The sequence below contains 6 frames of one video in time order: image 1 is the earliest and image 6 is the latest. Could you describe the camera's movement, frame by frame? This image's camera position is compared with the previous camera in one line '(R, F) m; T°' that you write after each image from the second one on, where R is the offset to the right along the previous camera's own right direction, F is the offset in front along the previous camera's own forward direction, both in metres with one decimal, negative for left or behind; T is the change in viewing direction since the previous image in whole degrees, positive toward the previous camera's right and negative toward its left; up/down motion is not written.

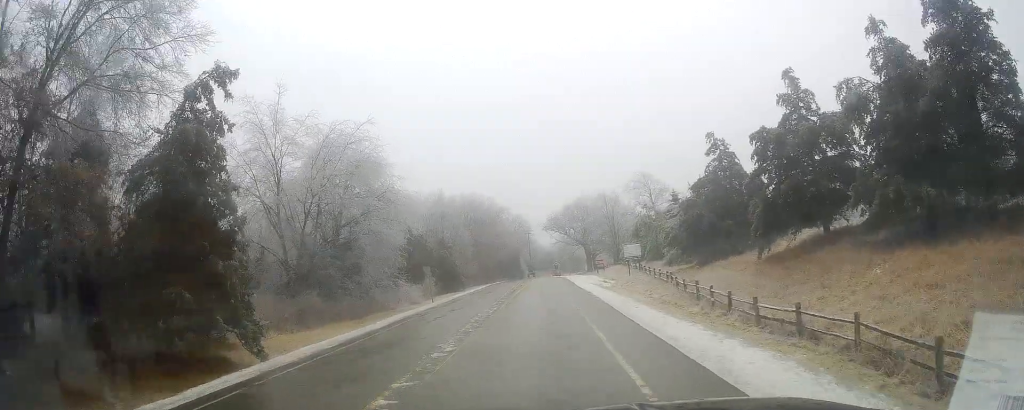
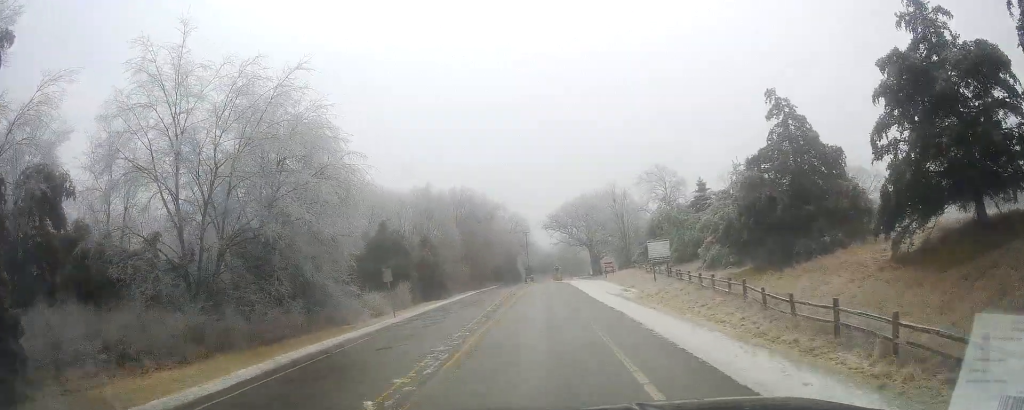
(-0.2, +13.1) m; -1°
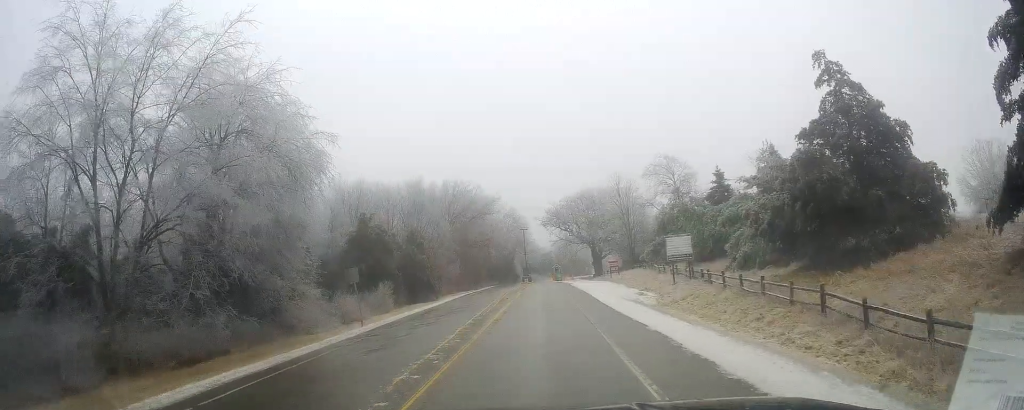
(-0.1, +7.1) m; 0°
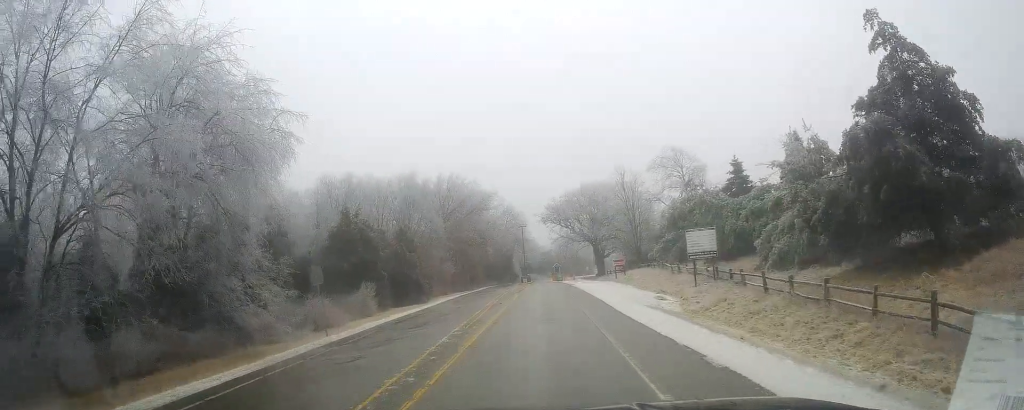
(-0.1, +5.7) m; 0°
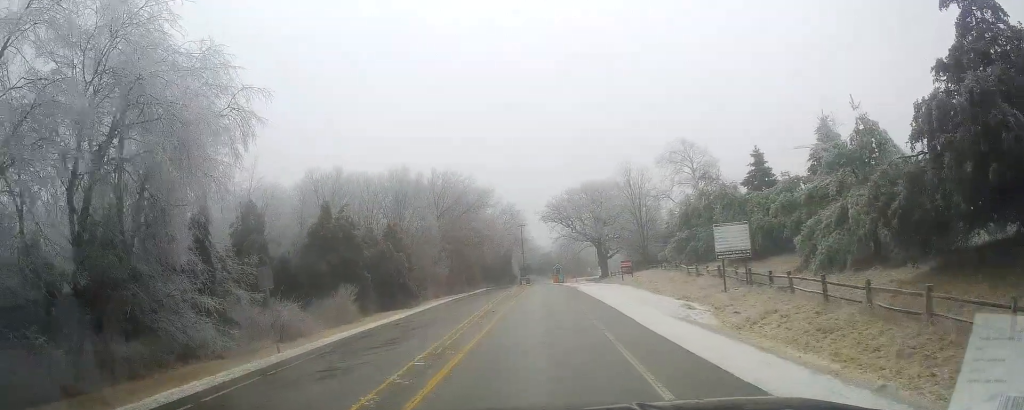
(+0.2, +5.4) m; +1°
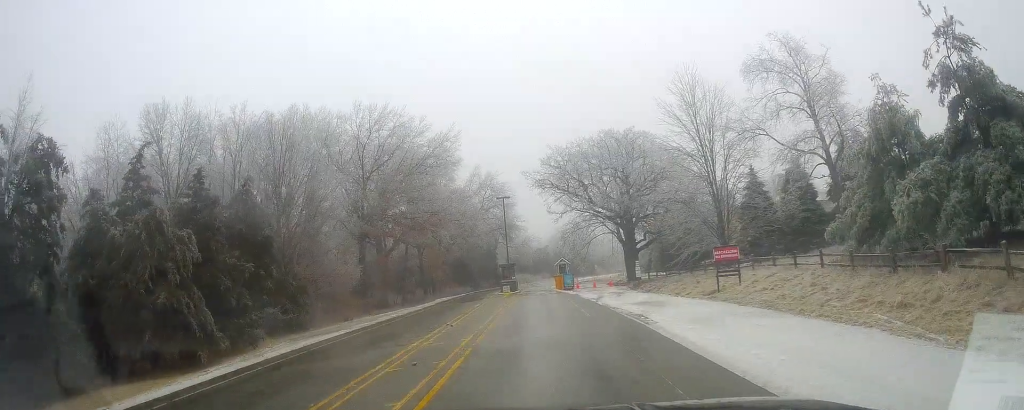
(+0.9, +34.4) m; +3°
